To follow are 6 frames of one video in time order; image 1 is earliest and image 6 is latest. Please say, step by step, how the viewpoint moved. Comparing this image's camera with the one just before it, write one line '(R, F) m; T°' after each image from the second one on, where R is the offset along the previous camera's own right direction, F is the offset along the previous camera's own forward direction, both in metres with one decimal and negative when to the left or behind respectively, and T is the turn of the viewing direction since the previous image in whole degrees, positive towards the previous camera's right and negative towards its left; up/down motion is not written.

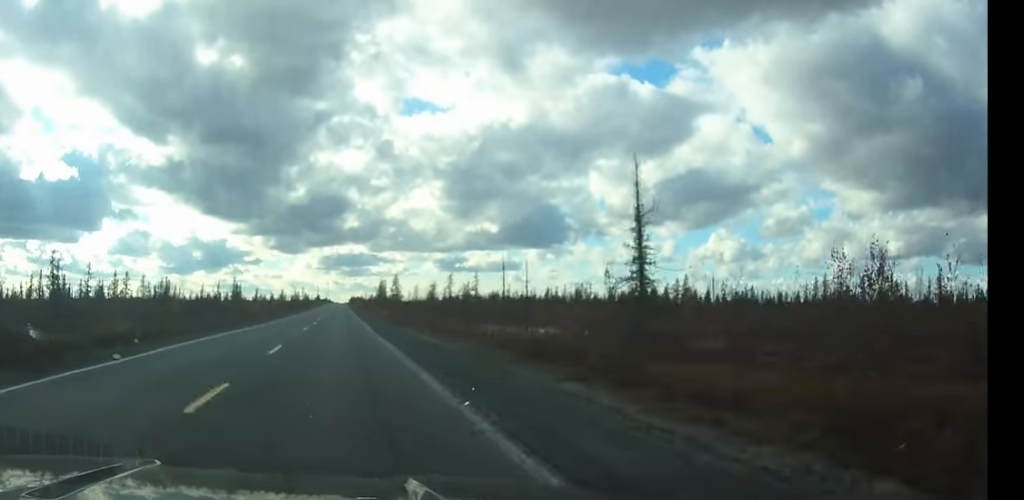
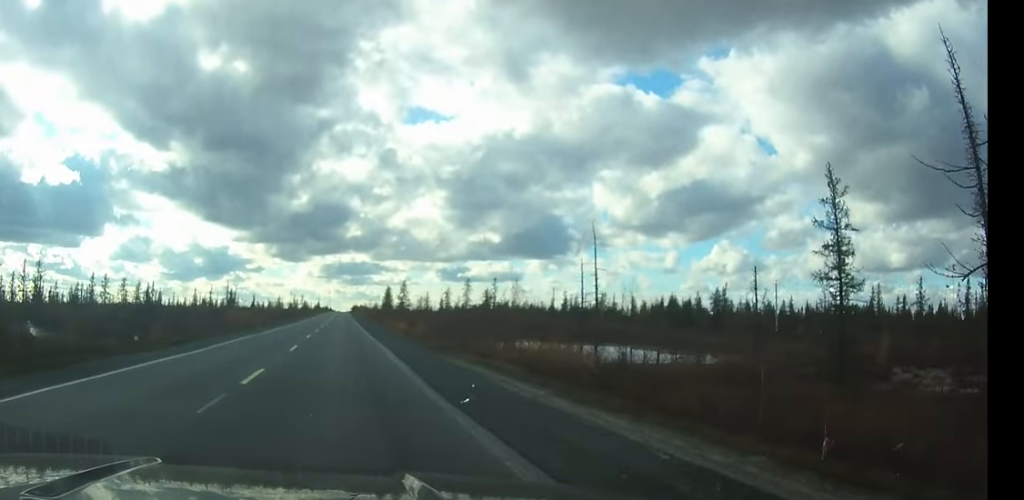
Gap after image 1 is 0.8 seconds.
(0.0, +22.6) m; 0°
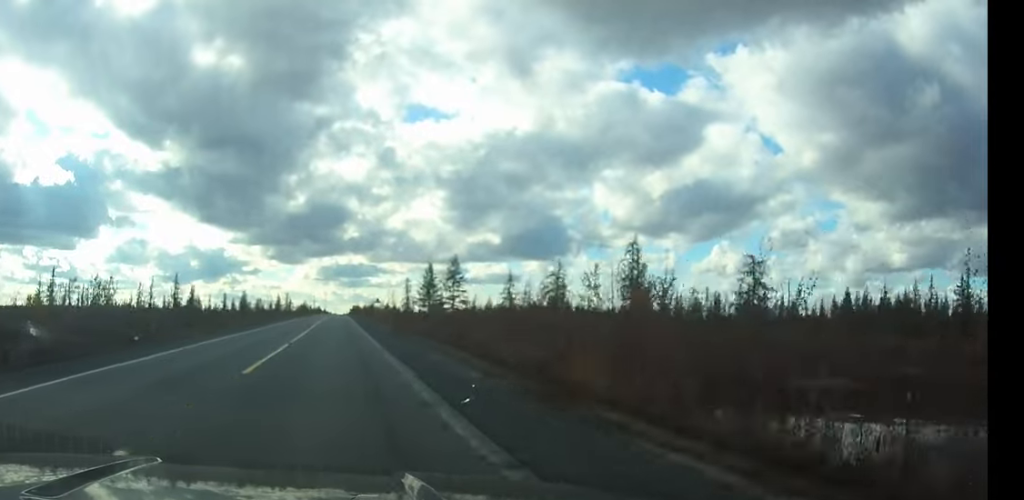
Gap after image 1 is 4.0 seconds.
(+0.2, +94.5) m; 0°
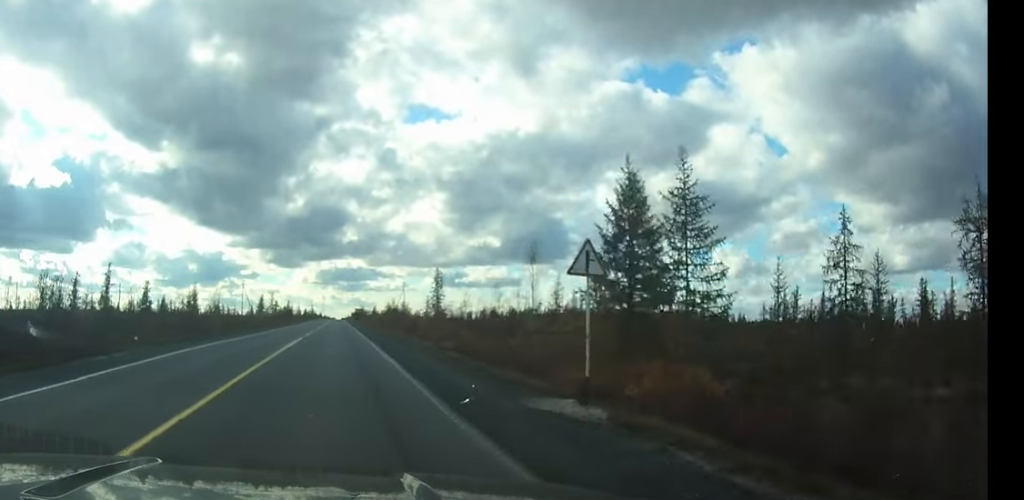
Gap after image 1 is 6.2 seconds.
(0.0, +65.4) m; 0°
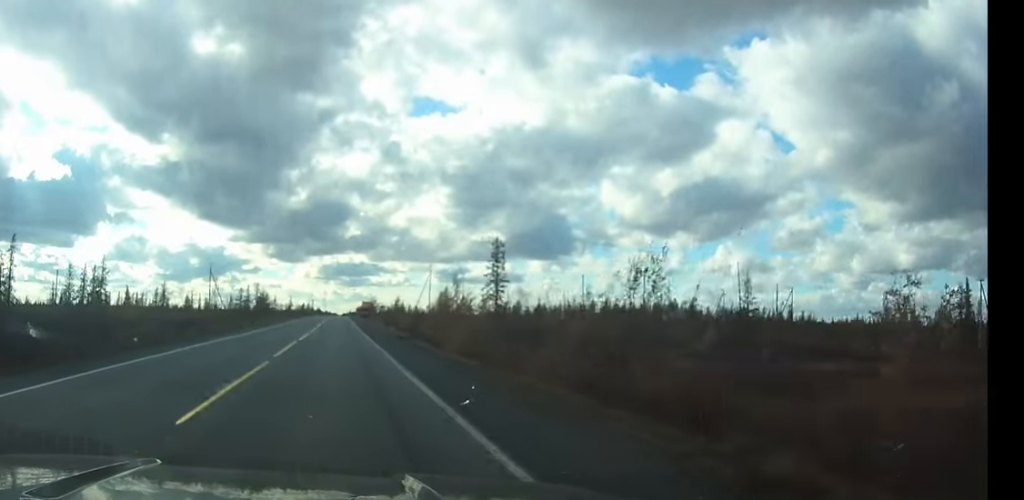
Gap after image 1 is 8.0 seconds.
(0.0, +54.6) m; 0°
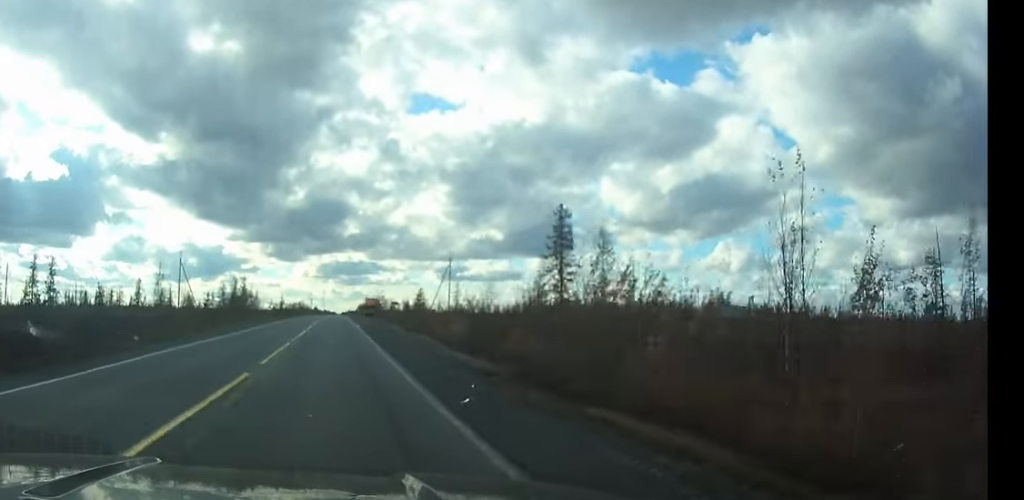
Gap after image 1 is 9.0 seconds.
(0.0, +28.9) m; 0°
